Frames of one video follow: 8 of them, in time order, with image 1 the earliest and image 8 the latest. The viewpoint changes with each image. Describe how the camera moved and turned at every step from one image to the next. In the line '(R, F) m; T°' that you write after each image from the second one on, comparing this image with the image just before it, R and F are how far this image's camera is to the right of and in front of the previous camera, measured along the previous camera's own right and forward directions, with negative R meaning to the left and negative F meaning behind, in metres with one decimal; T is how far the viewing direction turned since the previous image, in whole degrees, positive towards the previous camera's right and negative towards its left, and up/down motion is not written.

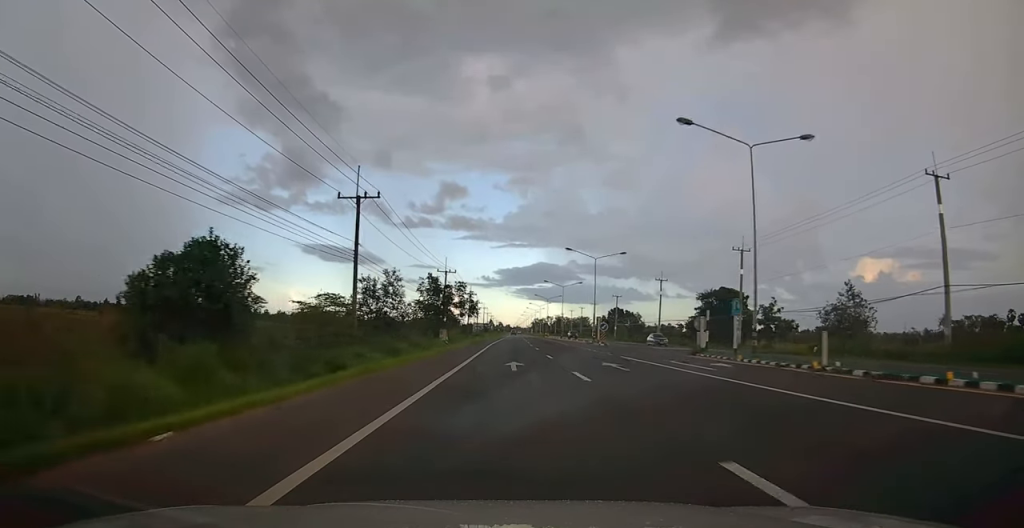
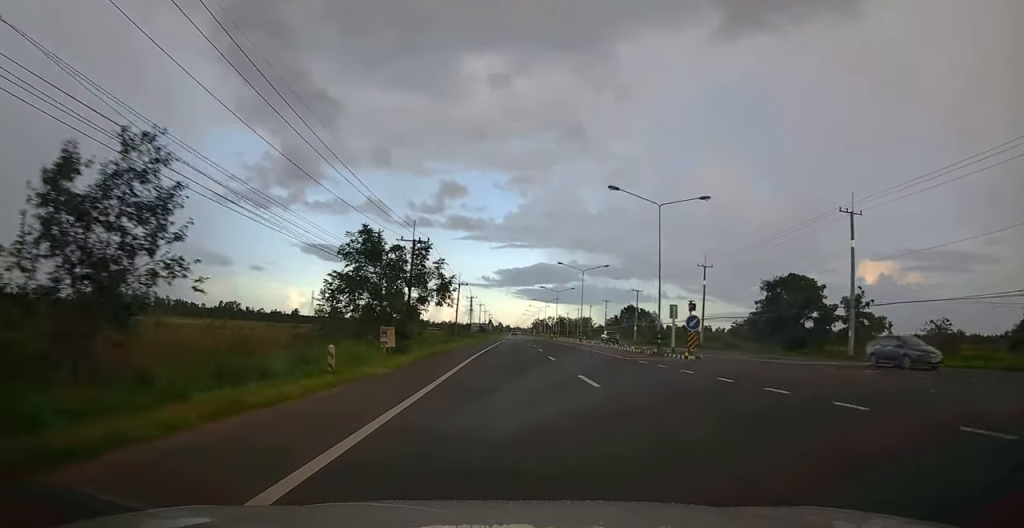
(+0.8, +25.6) m; 0°
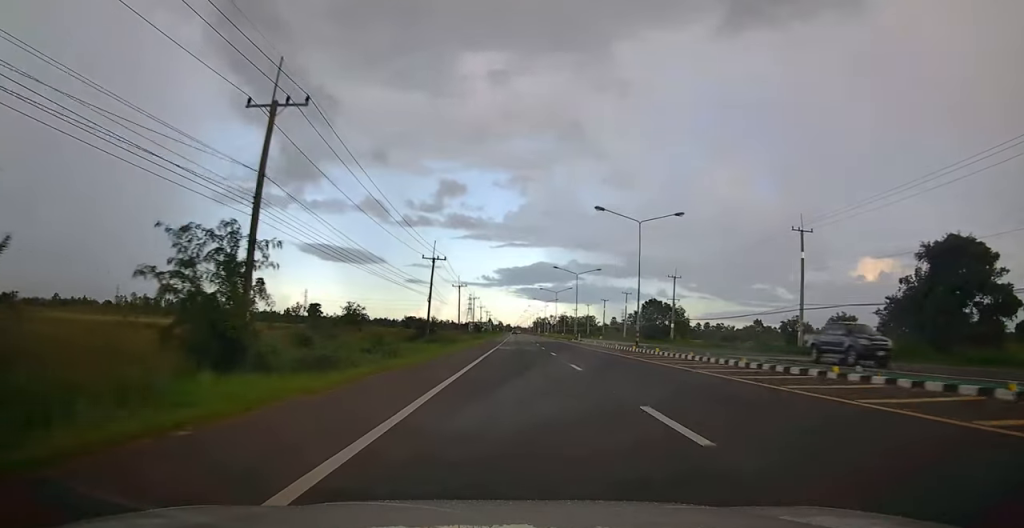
(-0.5, +30.9) m; 0°
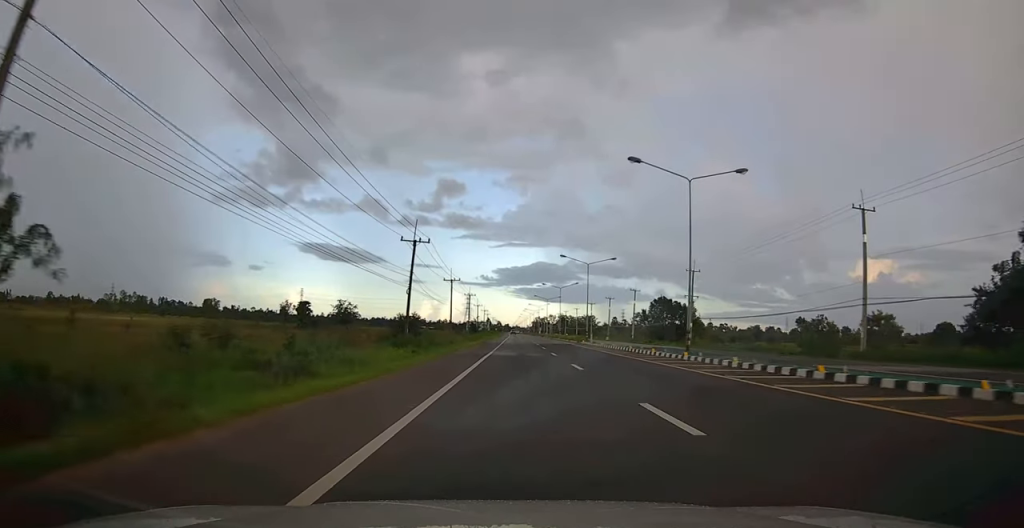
(+0.2, +11.5) m; +1°
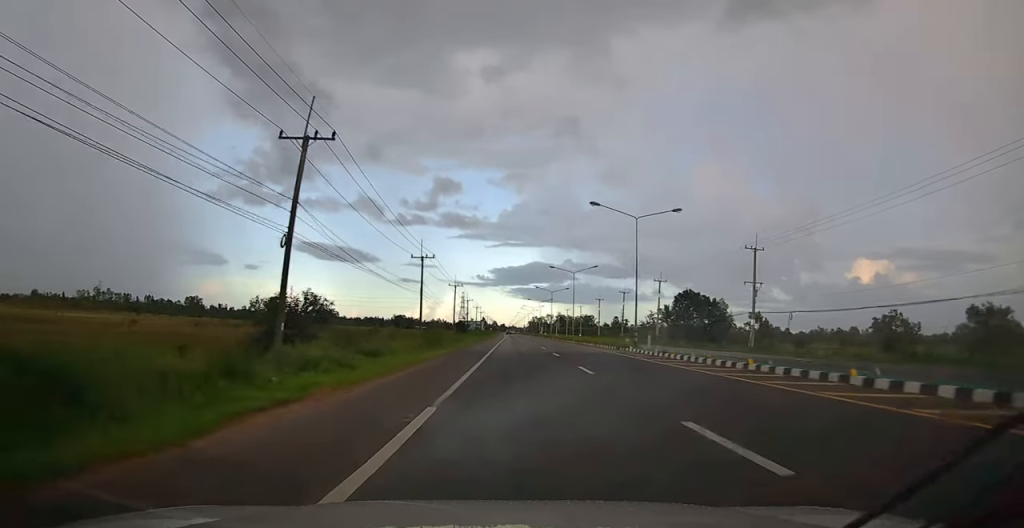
(+0.2, +26.3) m; -1°
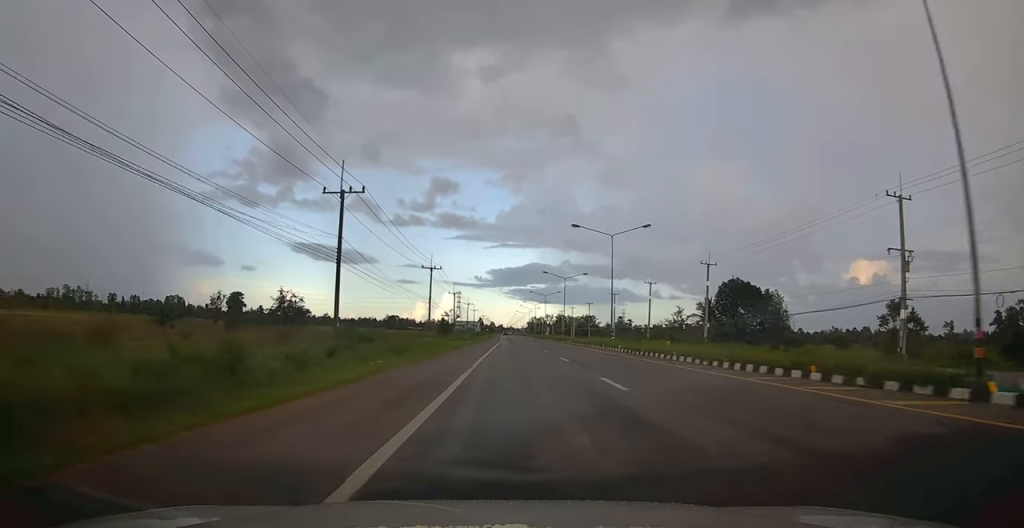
(-0.8, +28.9) m; 0°
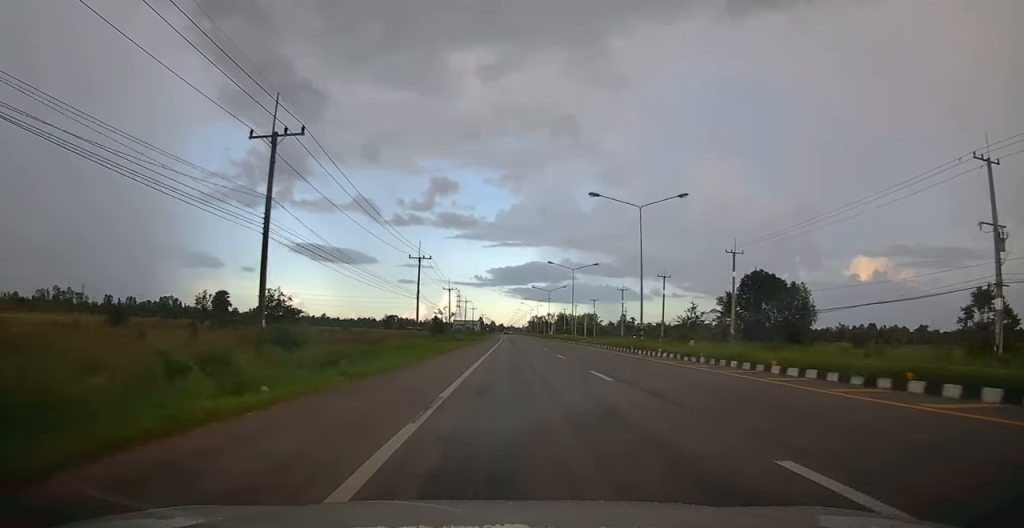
(+0.4, +9.9) m; 0°
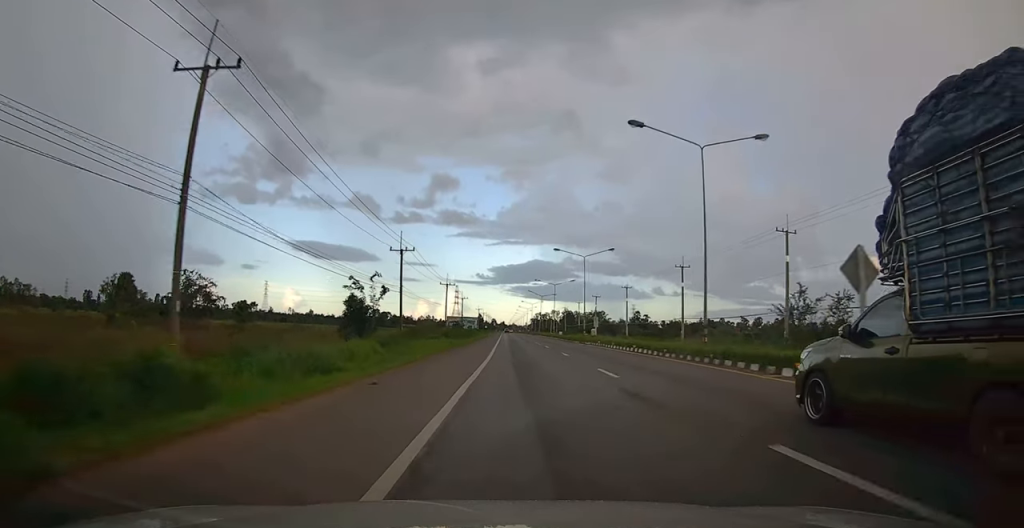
(0.0, +47.2) m; 0°
